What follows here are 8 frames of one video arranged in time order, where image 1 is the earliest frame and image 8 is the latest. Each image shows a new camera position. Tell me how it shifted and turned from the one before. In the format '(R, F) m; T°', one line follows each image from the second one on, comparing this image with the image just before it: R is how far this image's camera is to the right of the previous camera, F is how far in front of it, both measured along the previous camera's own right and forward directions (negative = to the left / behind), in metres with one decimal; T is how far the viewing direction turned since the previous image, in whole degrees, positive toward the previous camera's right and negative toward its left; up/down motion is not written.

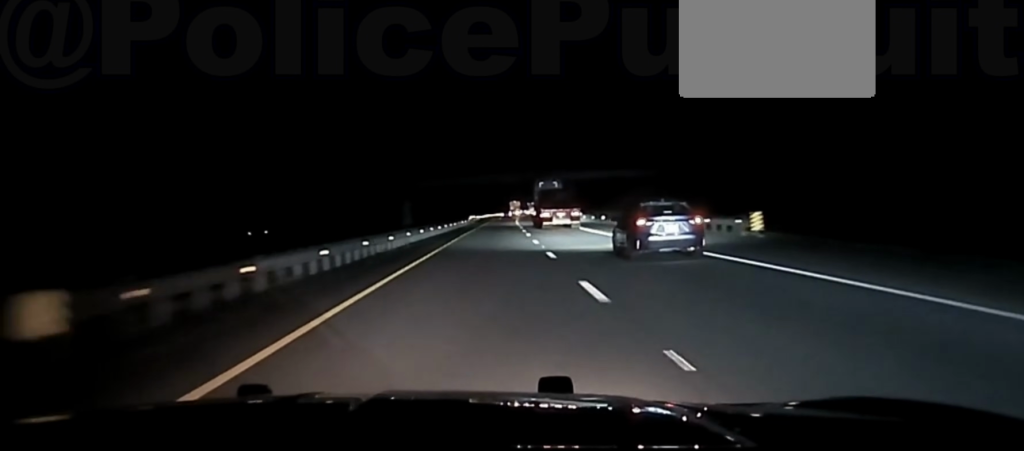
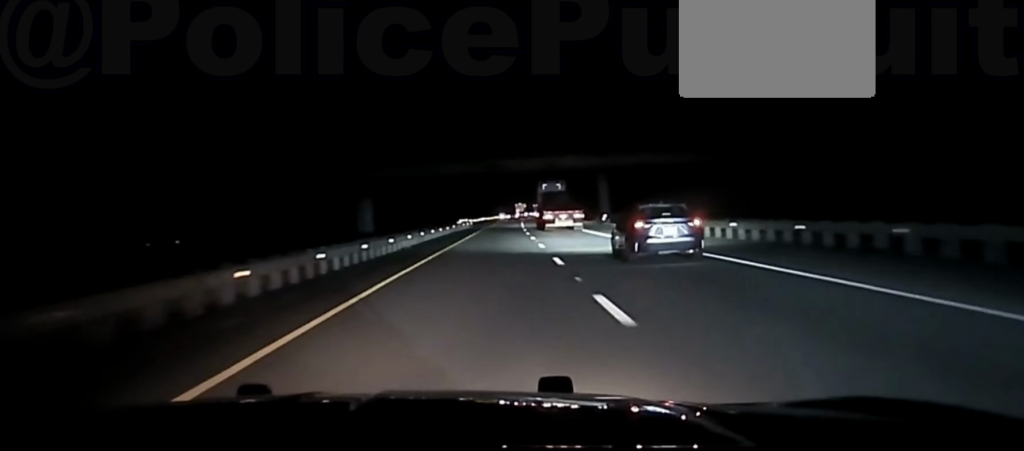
(0.0, +39.3) m; 0°
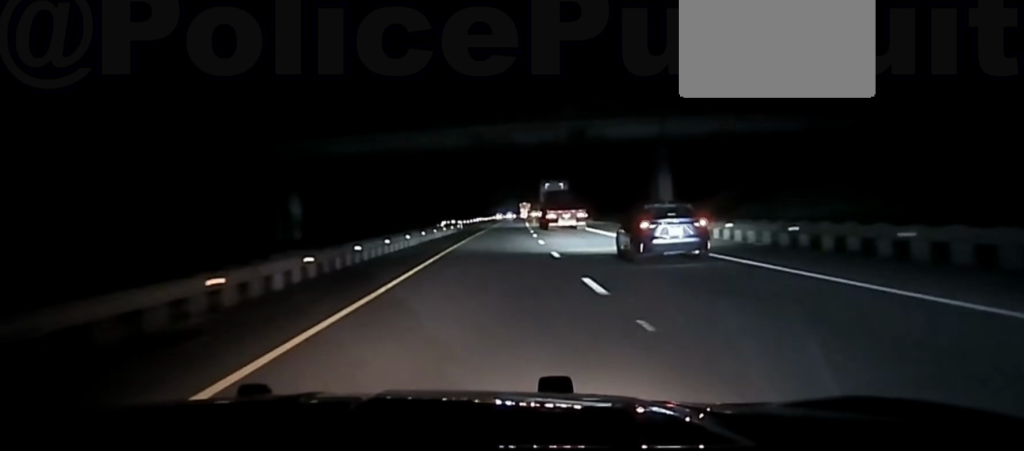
(0.0, +34.2) m; 0°
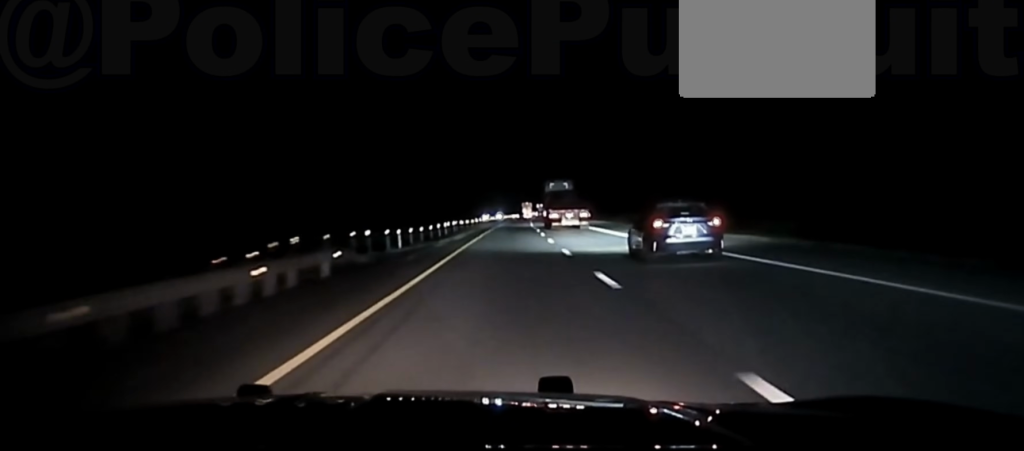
(0.0, +59.9) m; 0°
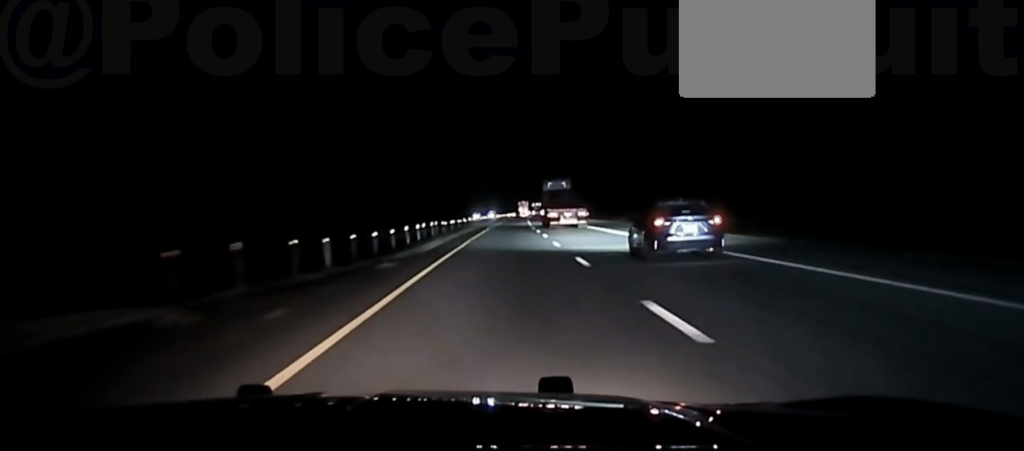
(-0.1, +17.6) m; 0°
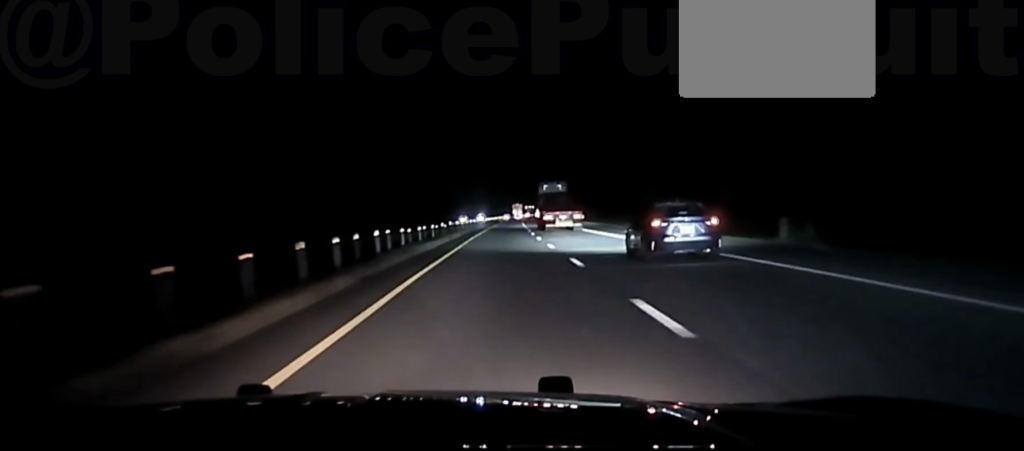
(+0.2, +23.5) m; 0°
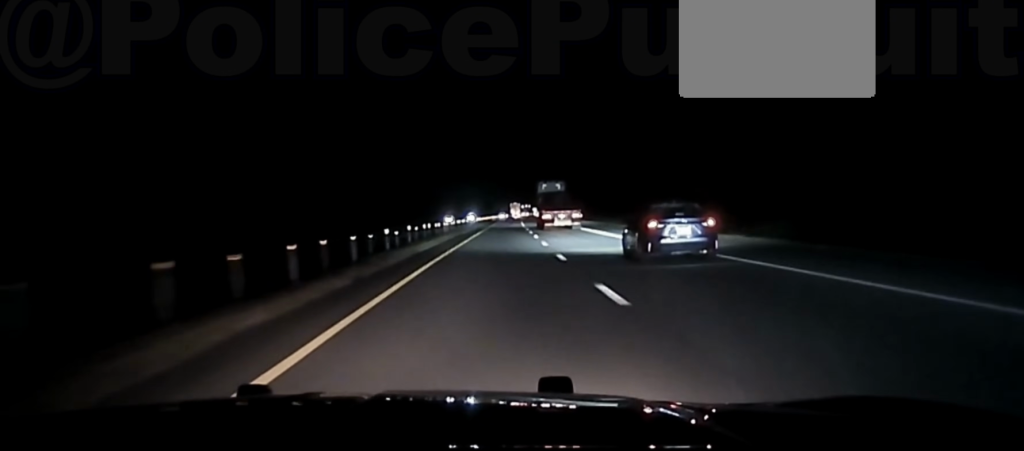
(+0.1, +32.8) m; 0°
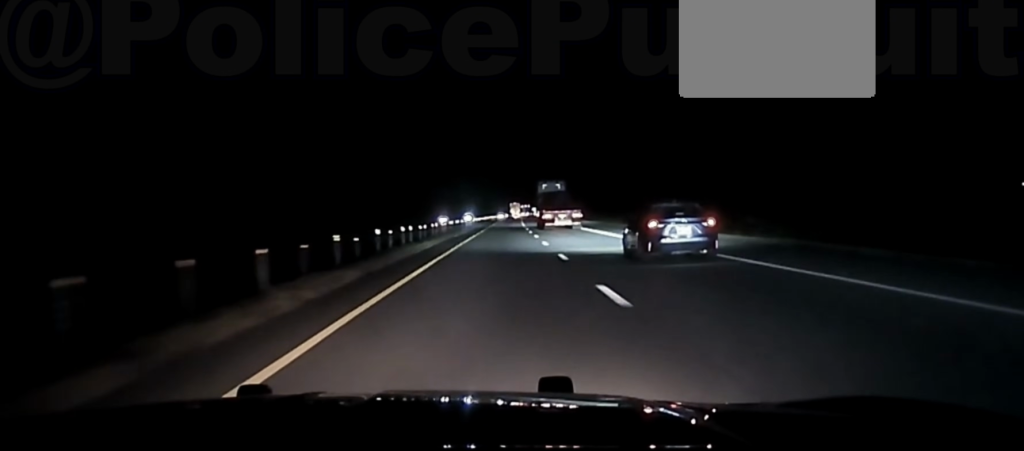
(0.0, +12.2) m; 0°
